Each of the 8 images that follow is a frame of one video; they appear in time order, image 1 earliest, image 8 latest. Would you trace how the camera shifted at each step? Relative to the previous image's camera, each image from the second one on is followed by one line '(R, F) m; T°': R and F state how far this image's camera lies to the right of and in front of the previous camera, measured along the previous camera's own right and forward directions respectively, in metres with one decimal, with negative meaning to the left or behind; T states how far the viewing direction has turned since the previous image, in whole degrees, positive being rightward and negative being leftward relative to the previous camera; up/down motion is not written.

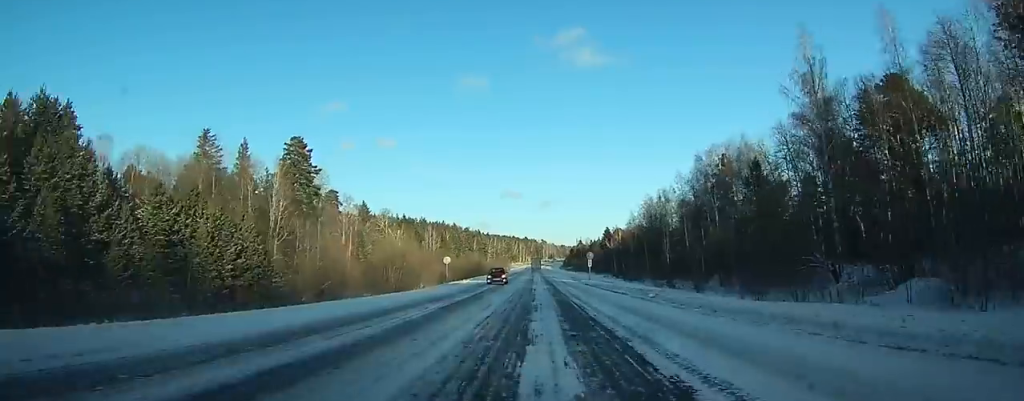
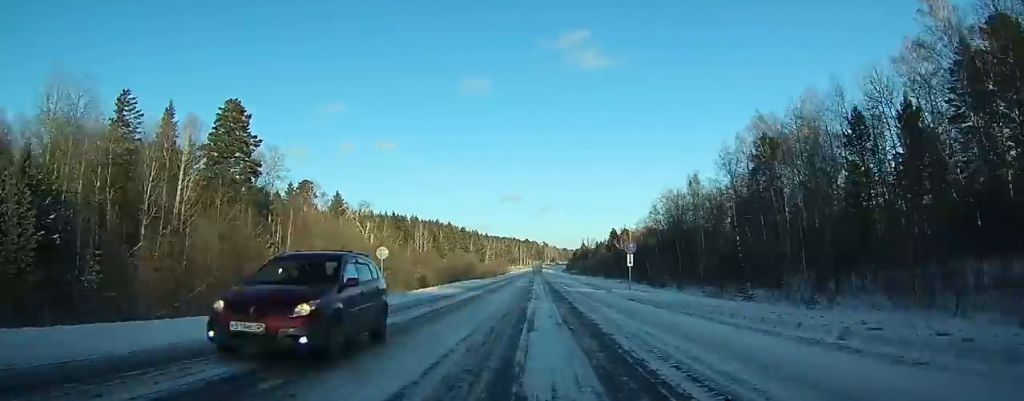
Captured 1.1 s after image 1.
(0.0, +25.0) m; 0°
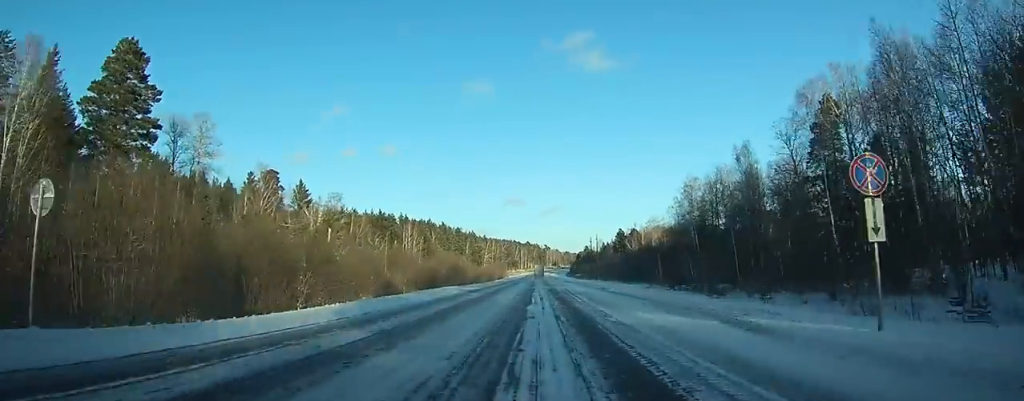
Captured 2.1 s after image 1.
(0.0, +25.0) m; 0°
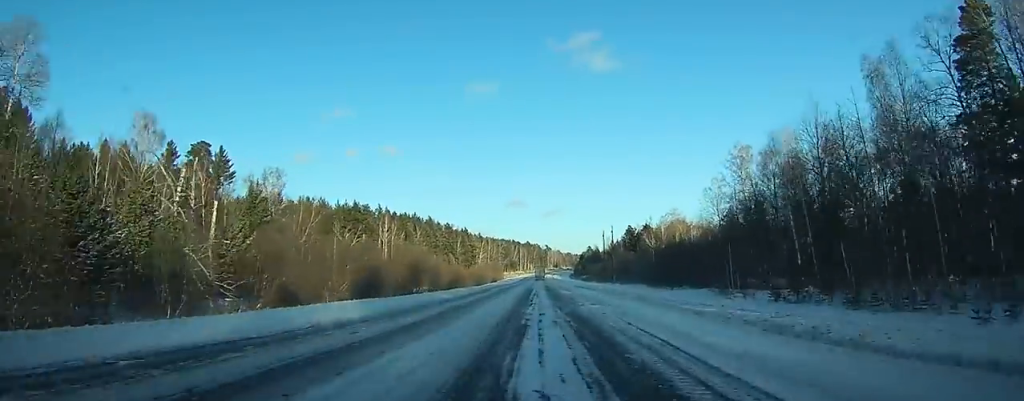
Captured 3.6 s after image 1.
(-0.1, +34.5) m; 0°
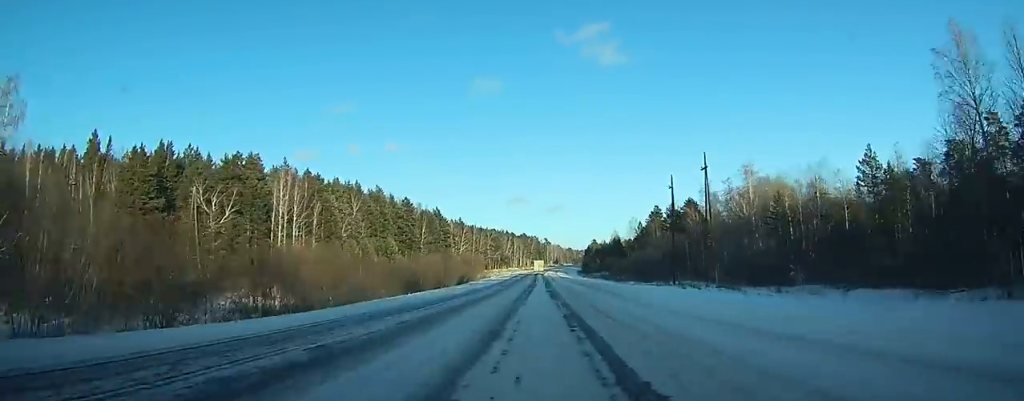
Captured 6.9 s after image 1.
(0.0, +77.7) m; 0°
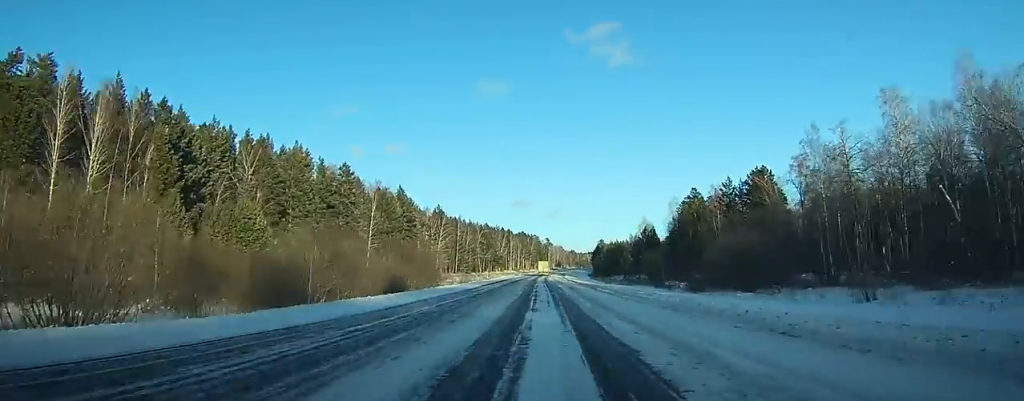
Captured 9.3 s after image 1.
(+0.1, +58.3) m; 0°
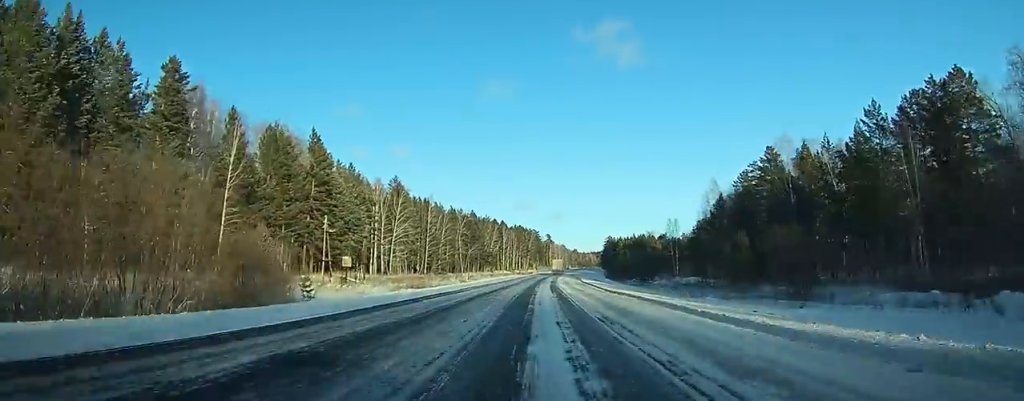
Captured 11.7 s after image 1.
(-0.2, +61.3) m; 0°
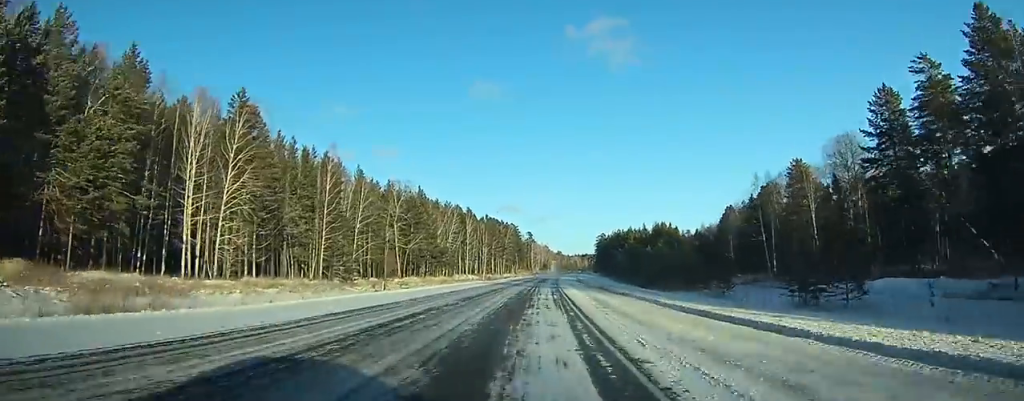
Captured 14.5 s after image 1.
(+0.3, +72.0) m; +1°
